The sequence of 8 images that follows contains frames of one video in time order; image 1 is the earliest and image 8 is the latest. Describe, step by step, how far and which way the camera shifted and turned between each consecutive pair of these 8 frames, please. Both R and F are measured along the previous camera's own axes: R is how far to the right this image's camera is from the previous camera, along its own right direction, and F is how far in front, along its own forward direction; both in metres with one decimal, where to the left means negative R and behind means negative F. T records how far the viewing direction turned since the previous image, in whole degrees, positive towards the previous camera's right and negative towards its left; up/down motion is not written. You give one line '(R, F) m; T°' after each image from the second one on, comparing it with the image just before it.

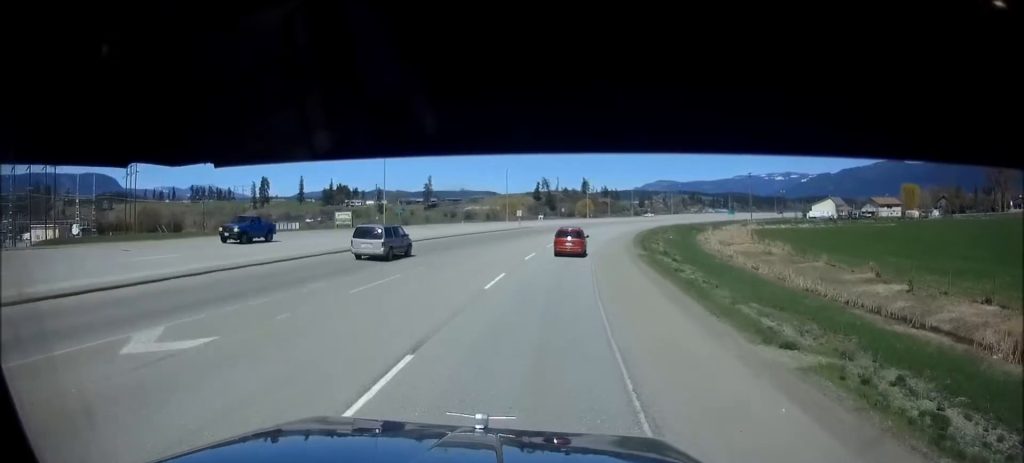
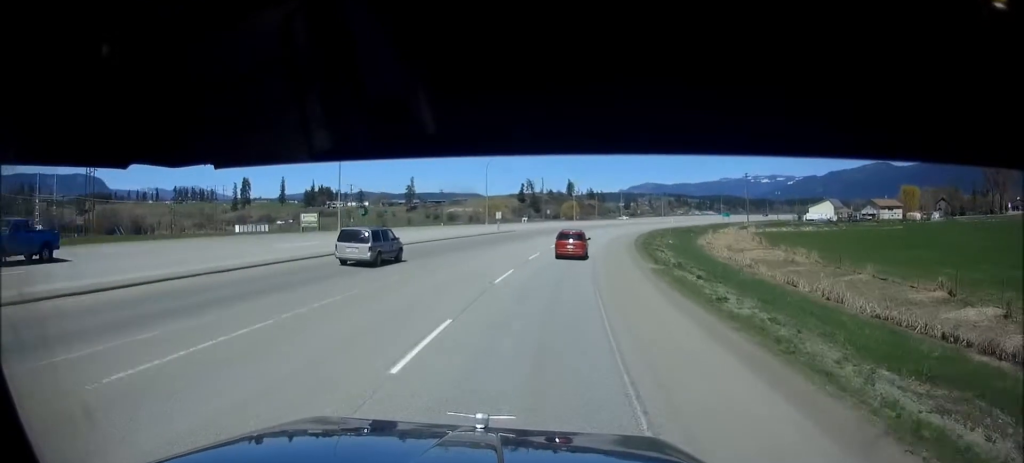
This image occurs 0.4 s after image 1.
(+0.3, +10.5) m; +1°
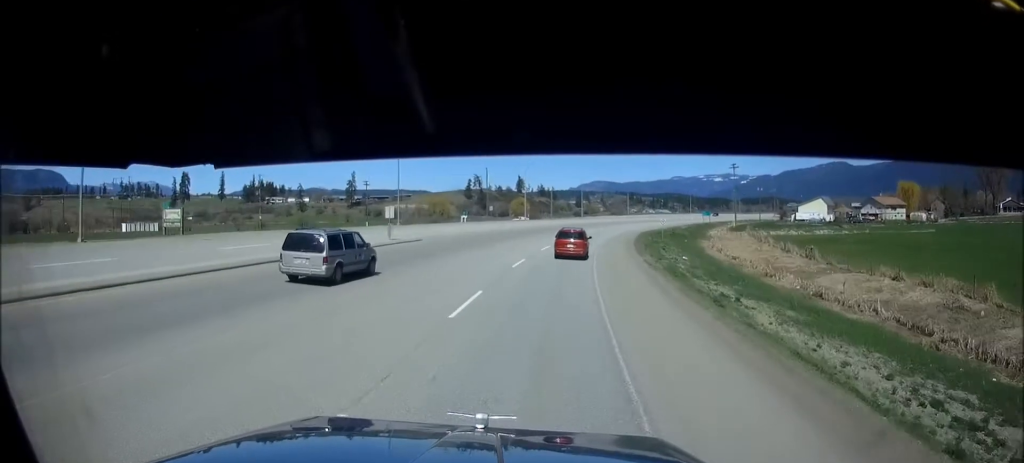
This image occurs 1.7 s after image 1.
(+1.0, +30.3) m; +4°
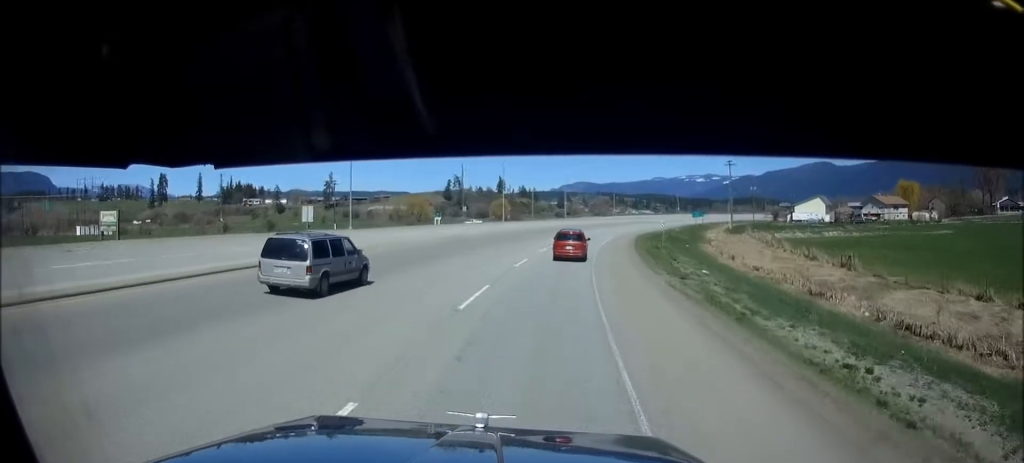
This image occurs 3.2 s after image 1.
(+1.3, +31.4) m; +5°
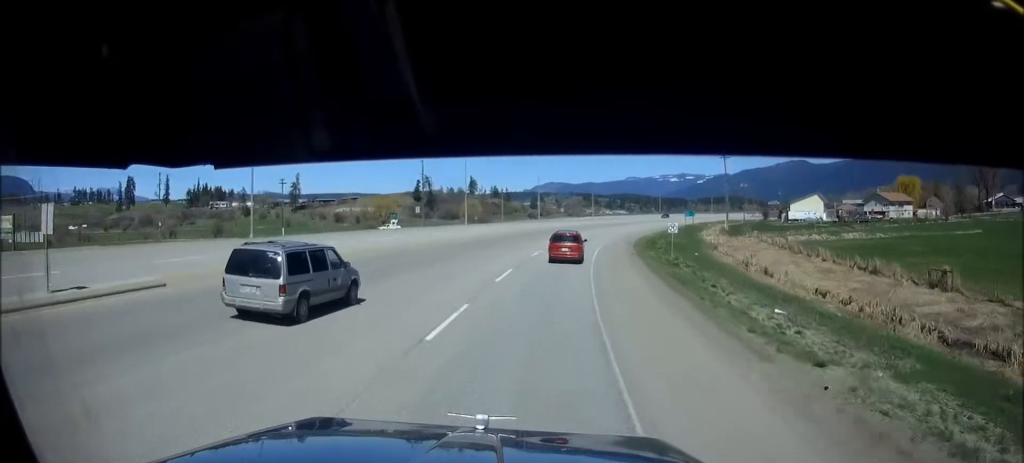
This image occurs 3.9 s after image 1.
(+0.2, +13.7) m; +2°
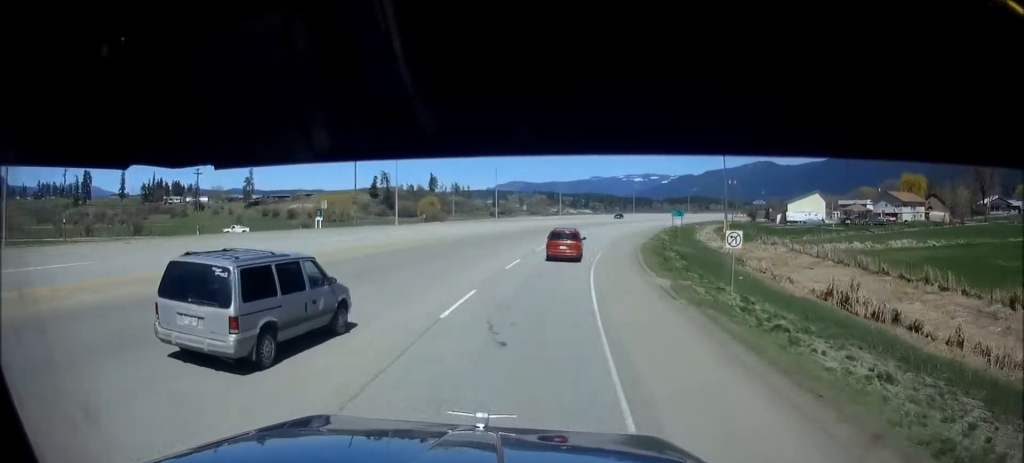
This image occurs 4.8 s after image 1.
(+0.5, +20.9) m; +3°
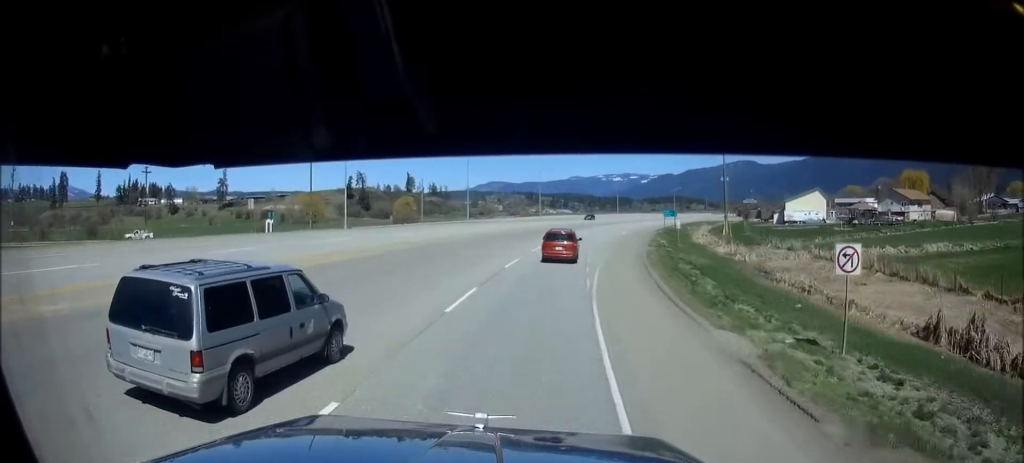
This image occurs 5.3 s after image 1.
(+0.2, +10.9) m; +2°
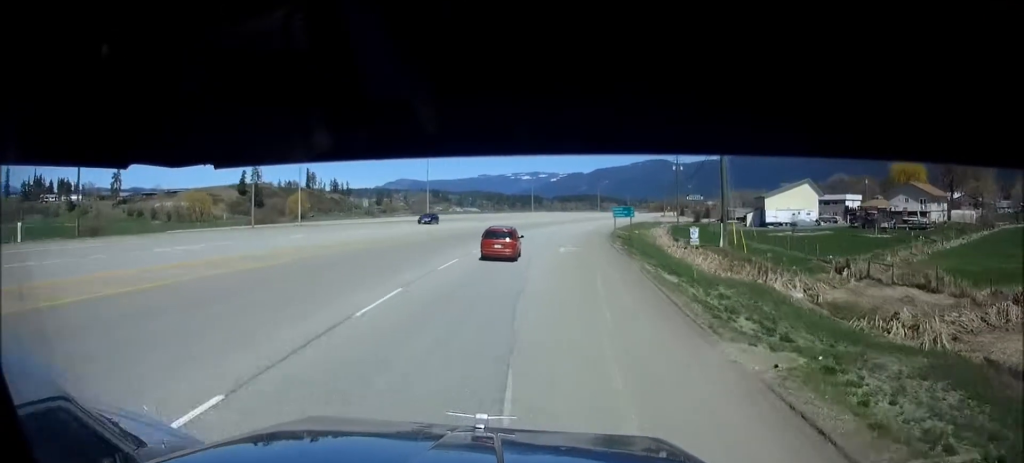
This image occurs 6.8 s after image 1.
(+2.2, +37.2) m; +7°
